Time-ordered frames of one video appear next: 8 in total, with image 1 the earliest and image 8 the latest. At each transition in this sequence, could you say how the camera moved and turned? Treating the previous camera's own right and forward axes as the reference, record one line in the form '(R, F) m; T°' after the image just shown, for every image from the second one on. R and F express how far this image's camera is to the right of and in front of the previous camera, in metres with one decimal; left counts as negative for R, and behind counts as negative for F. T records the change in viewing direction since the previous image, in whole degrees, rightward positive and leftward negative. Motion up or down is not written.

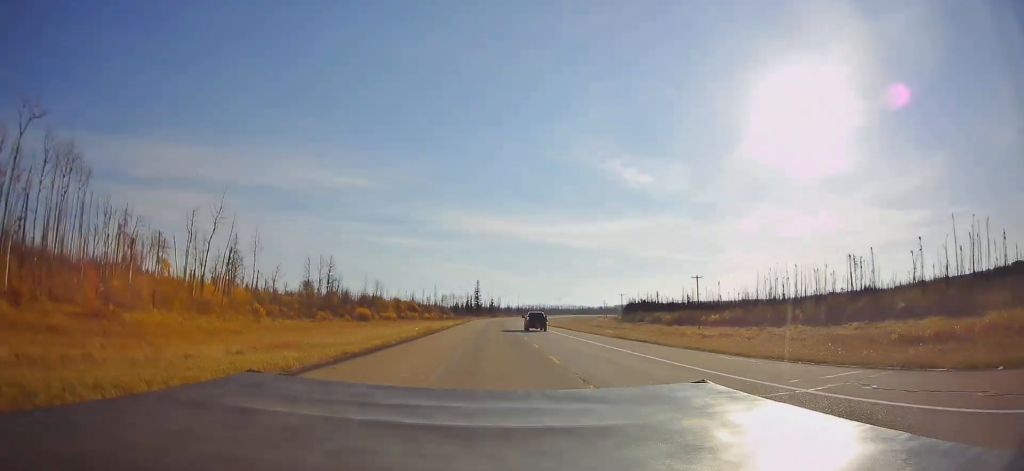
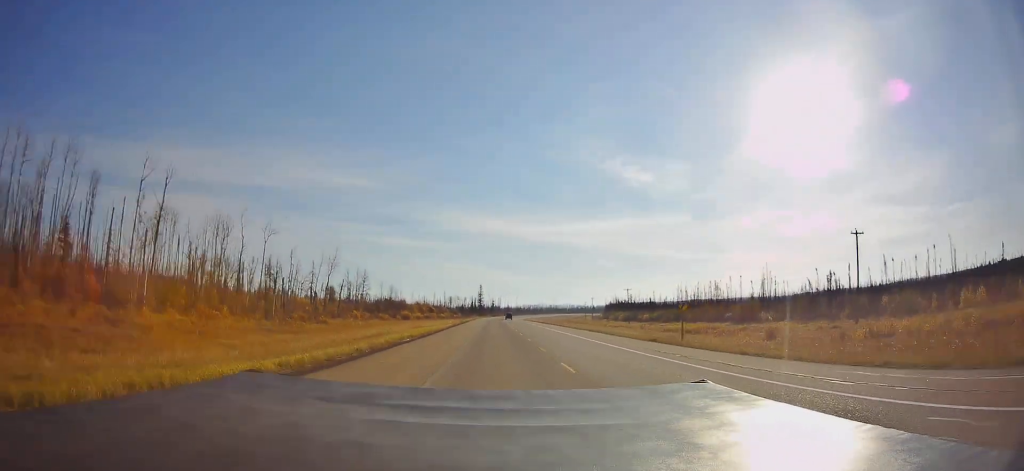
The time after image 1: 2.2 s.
(+0.2, +51.3) m; 0°
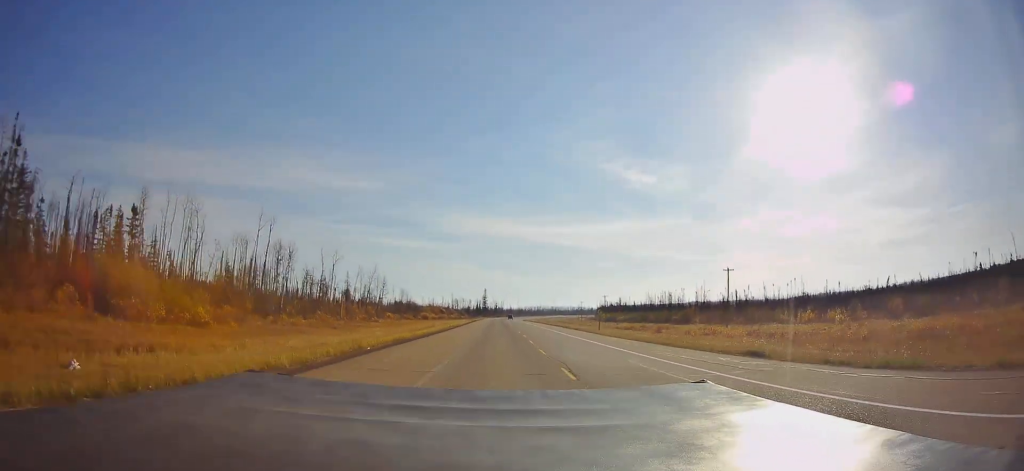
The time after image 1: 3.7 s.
(-0.3, +35.1) m; 0°
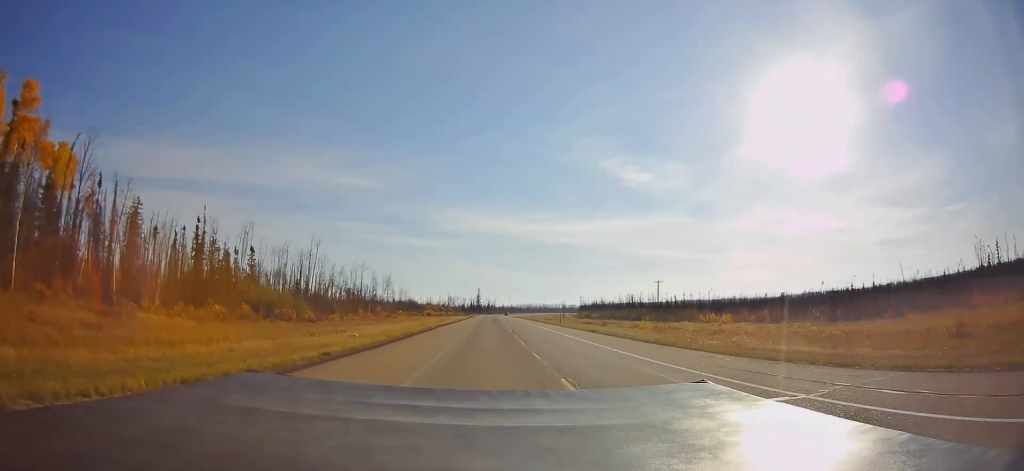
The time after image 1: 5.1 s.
(-0.2, +32.8) m; 0°
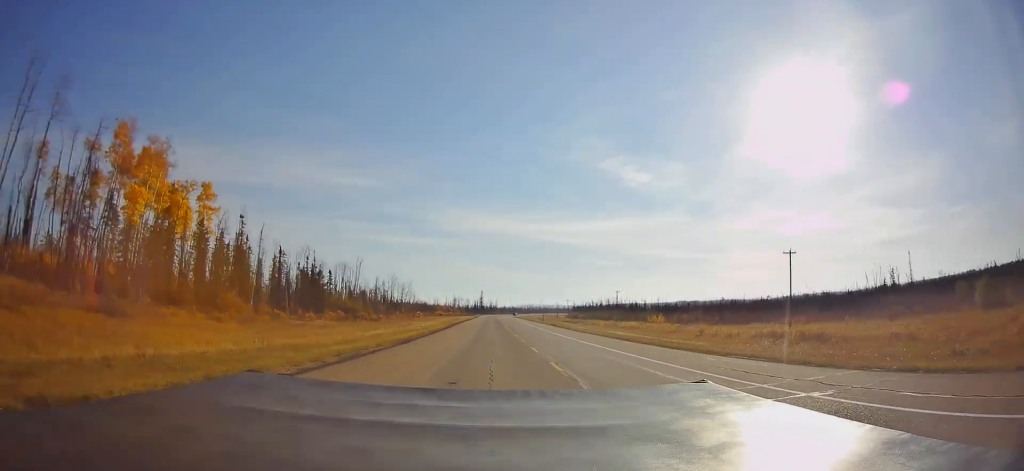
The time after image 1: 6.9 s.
(+0.3, +42.1) m; 0°
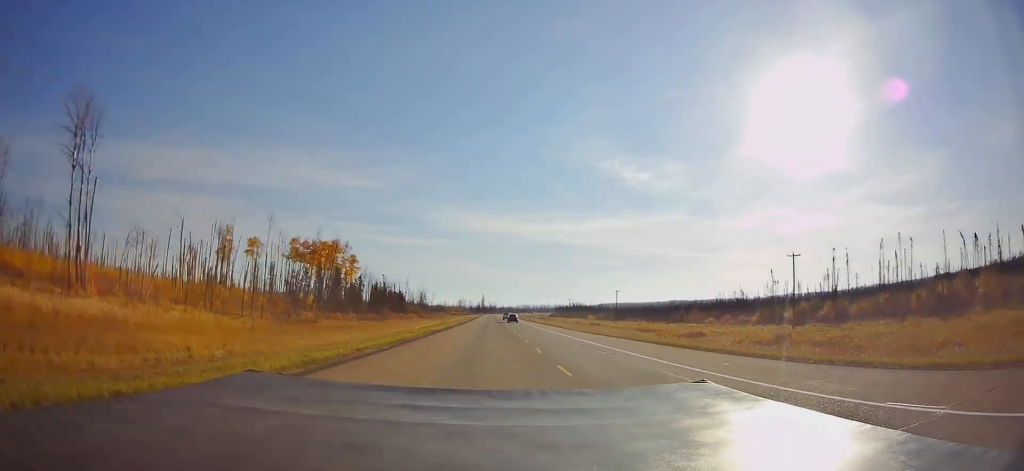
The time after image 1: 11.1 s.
(-0.5, +98.0) m; -1°
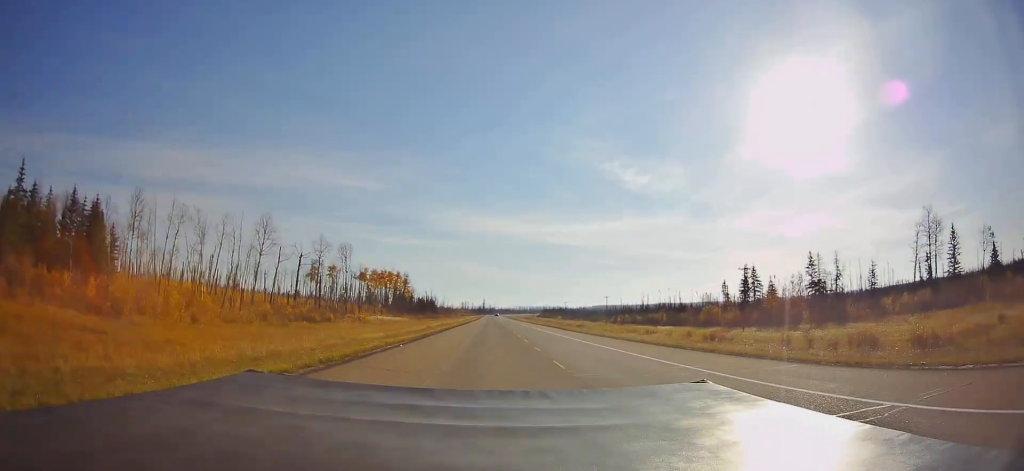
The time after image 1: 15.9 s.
(+1.4, +113.1) m; +1°
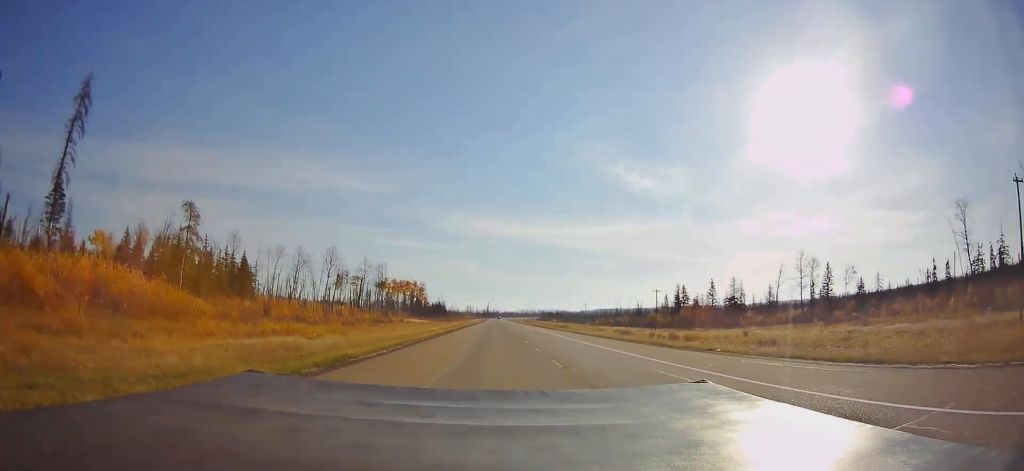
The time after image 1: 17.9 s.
(+0.2, +48.0) m; 0°
